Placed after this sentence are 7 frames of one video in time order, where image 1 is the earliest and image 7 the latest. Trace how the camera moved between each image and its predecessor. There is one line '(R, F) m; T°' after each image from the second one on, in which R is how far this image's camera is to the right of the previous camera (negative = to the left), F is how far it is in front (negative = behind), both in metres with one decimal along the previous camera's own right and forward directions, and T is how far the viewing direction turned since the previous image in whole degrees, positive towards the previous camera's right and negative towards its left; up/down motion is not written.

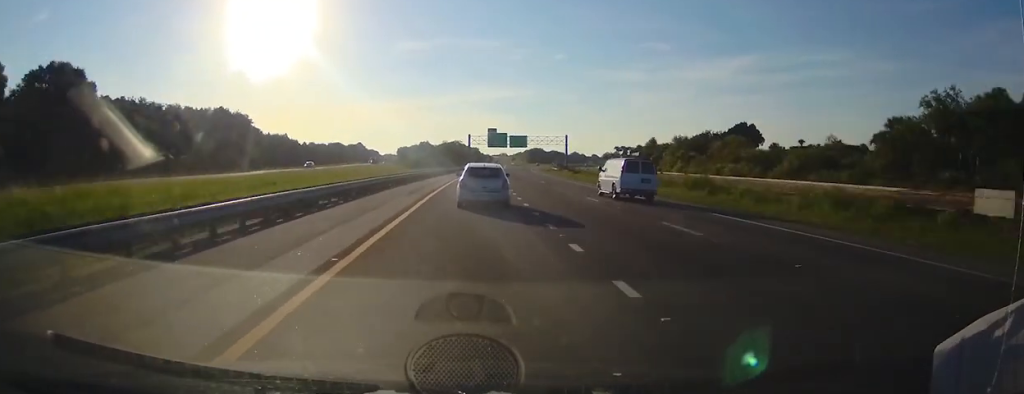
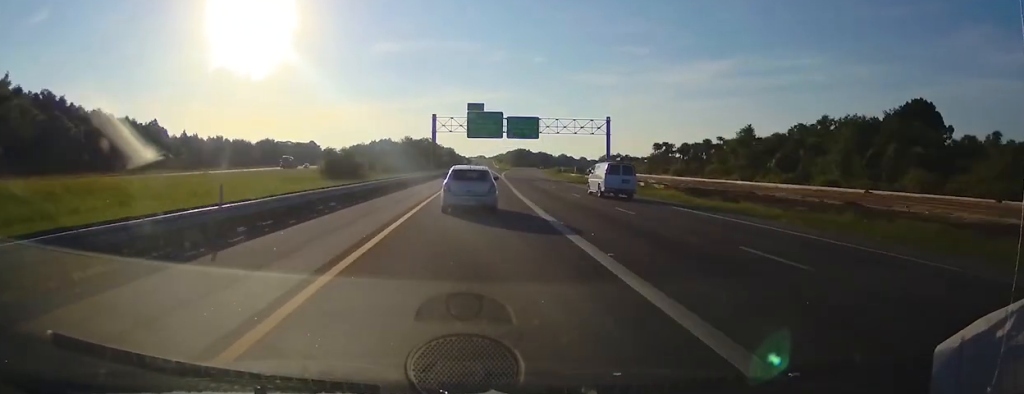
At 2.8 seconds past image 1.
(+1.2, +81.0) m; +2°
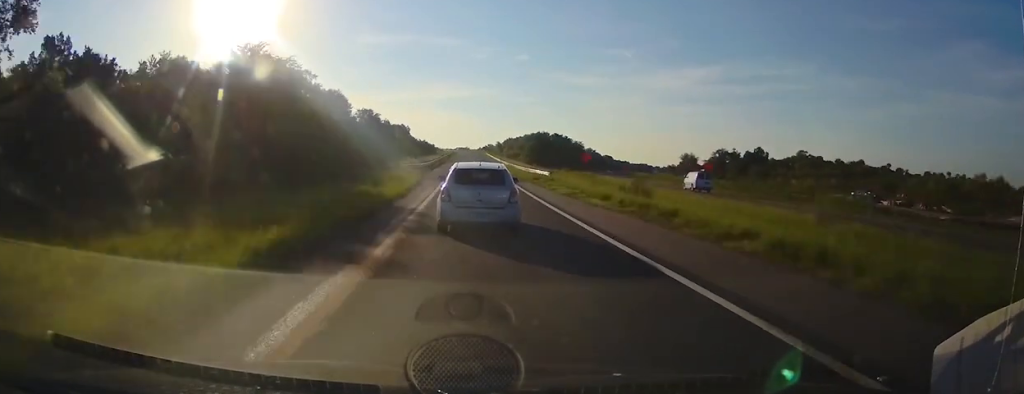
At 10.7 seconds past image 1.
(+5.2, +211.5) m; +1°
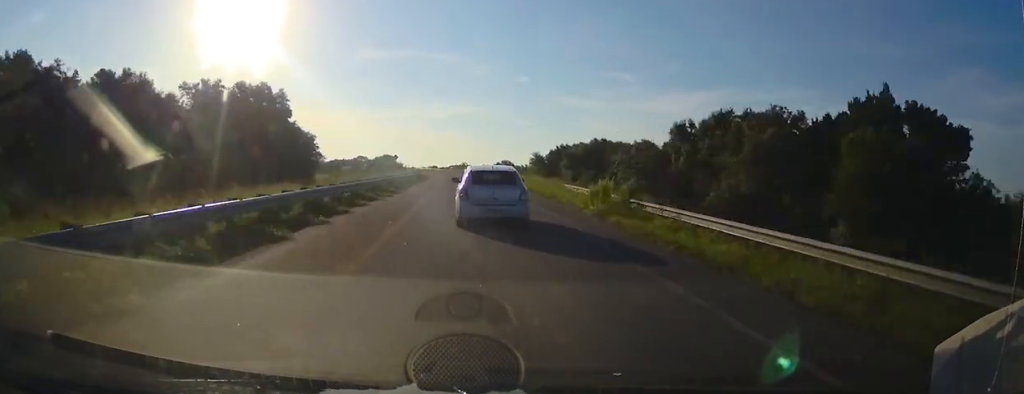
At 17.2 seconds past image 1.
(-1.4, +163.6) m; -3°
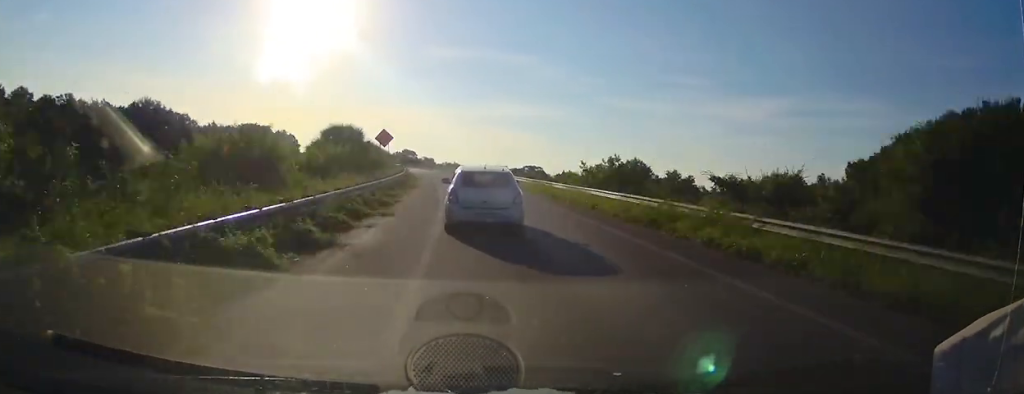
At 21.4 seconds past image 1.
(-4.5, +101.2) m; -8°
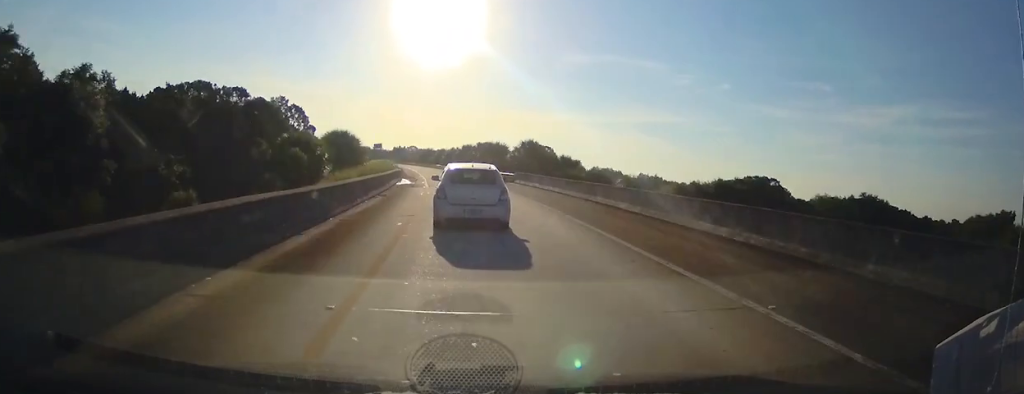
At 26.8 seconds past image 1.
(-14.8, +132.4) m; -14°
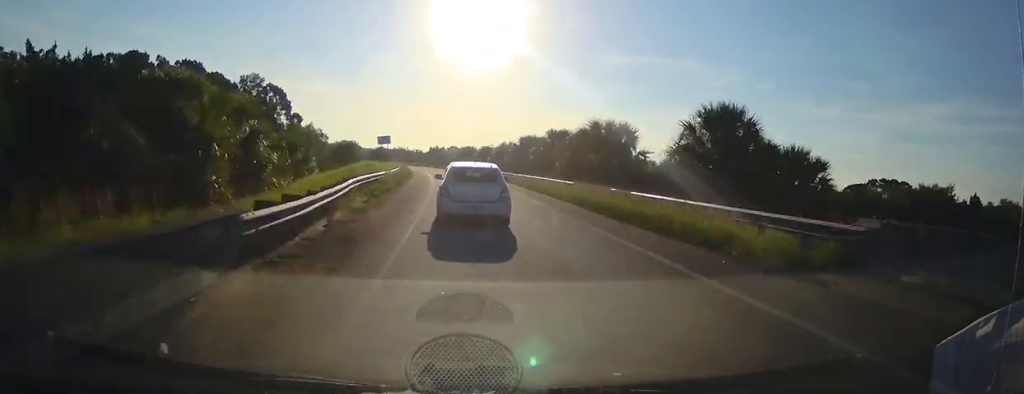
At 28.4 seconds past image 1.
(-3.1, +39.1) m; -3°
